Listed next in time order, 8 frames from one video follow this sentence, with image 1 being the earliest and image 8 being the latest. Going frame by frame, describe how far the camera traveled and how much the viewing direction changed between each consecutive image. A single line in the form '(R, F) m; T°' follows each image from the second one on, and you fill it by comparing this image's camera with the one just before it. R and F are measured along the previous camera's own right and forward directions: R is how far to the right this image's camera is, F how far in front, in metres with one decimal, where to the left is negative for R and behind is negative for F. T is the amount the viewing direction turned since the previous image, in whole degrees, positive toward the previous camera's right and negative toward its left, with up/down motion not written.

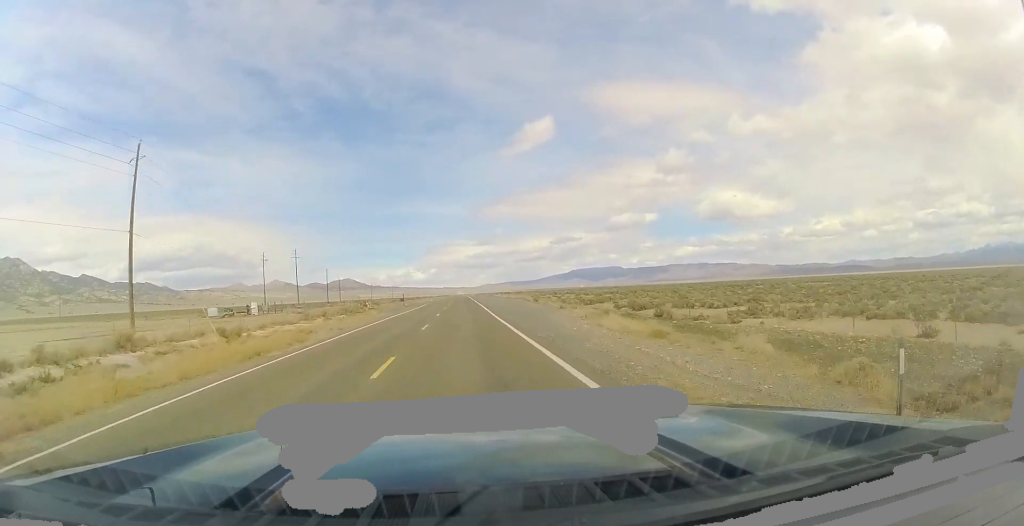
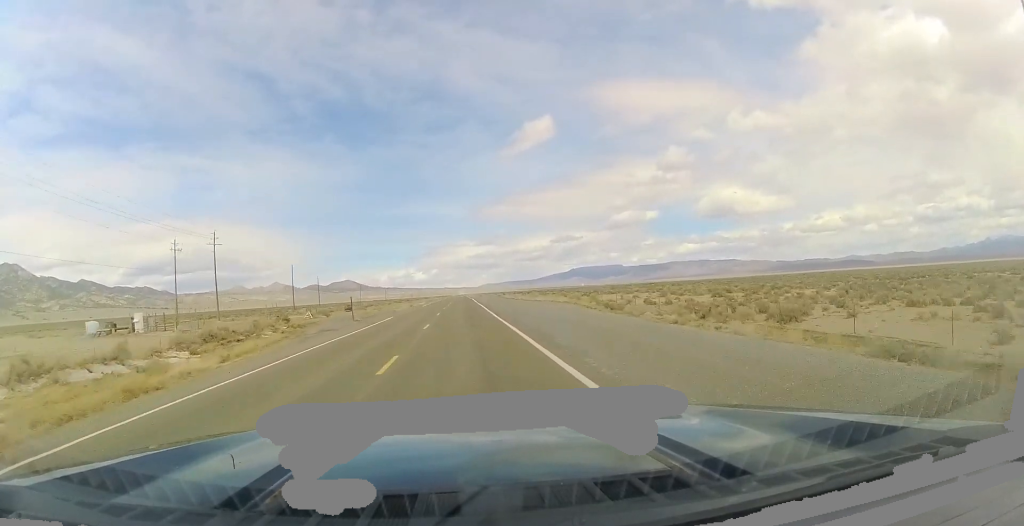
(+0.5, +40.3) m; +1°
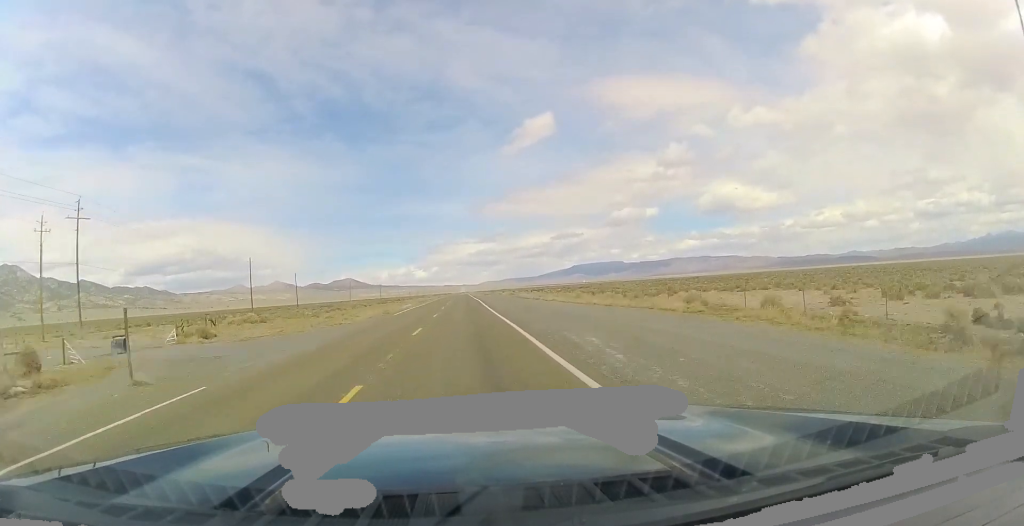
(+0.1, +32.2) m; 0°
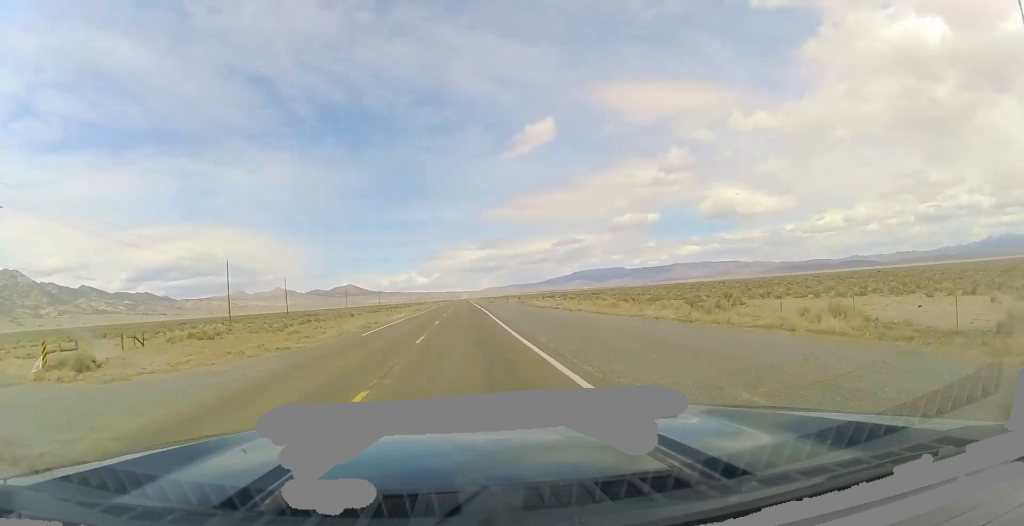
(0.0, +14.4) m; 0°
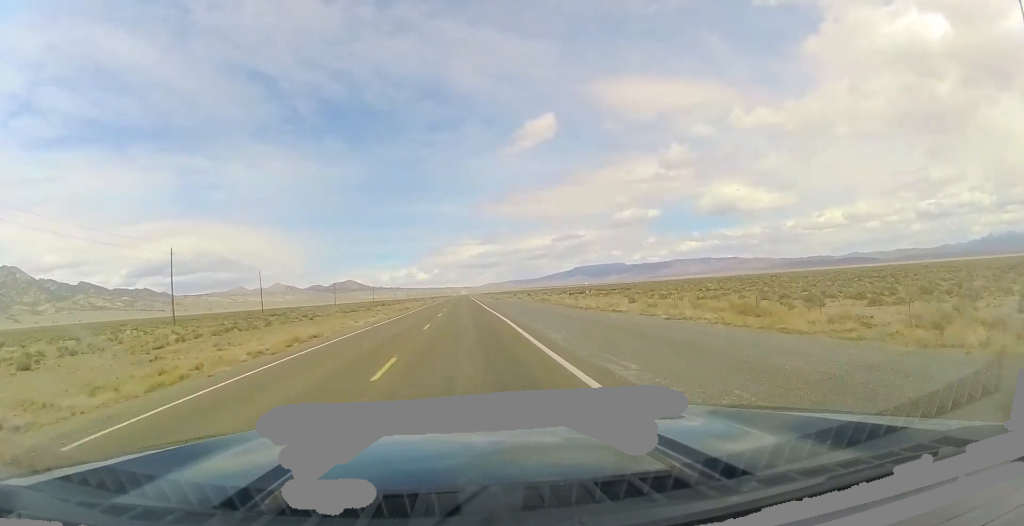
(0.0, +23.3) m; 0°
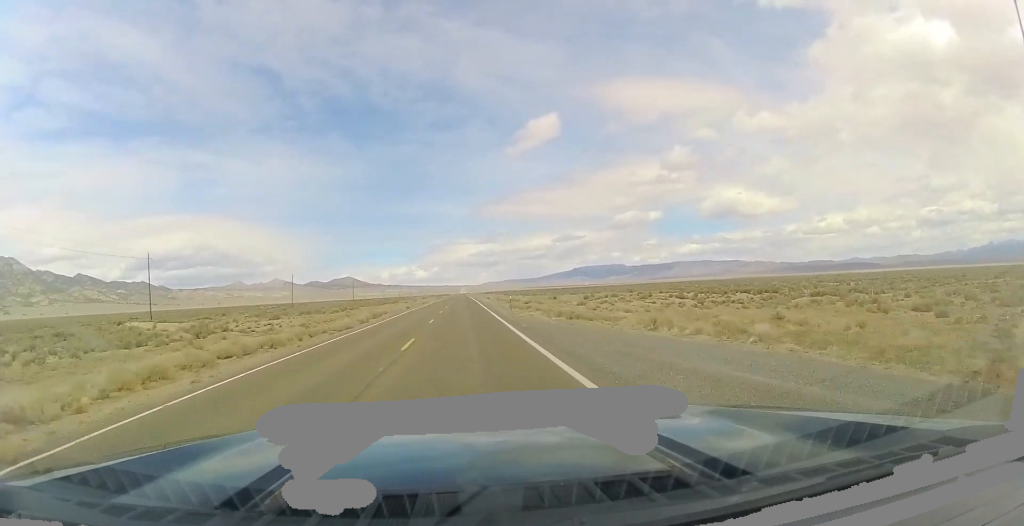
(-1.0, +62.1) m; -1°
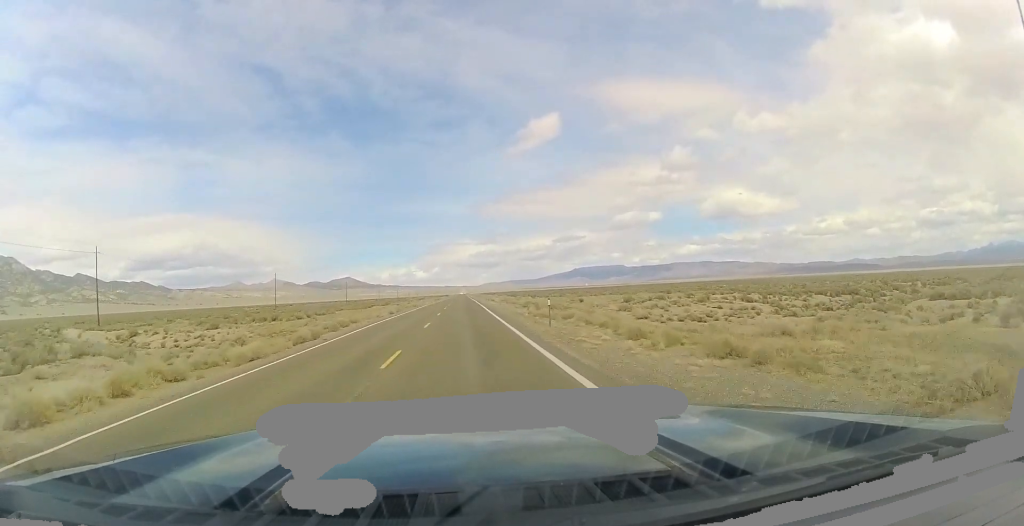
(-0.1, +17.7) m; 0°
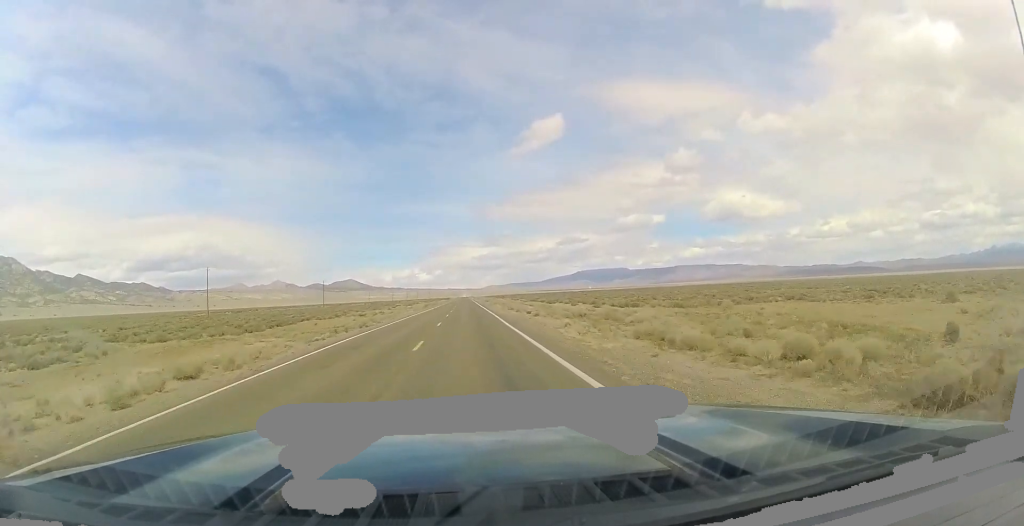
(+0.8, +49.8) m; +1°
